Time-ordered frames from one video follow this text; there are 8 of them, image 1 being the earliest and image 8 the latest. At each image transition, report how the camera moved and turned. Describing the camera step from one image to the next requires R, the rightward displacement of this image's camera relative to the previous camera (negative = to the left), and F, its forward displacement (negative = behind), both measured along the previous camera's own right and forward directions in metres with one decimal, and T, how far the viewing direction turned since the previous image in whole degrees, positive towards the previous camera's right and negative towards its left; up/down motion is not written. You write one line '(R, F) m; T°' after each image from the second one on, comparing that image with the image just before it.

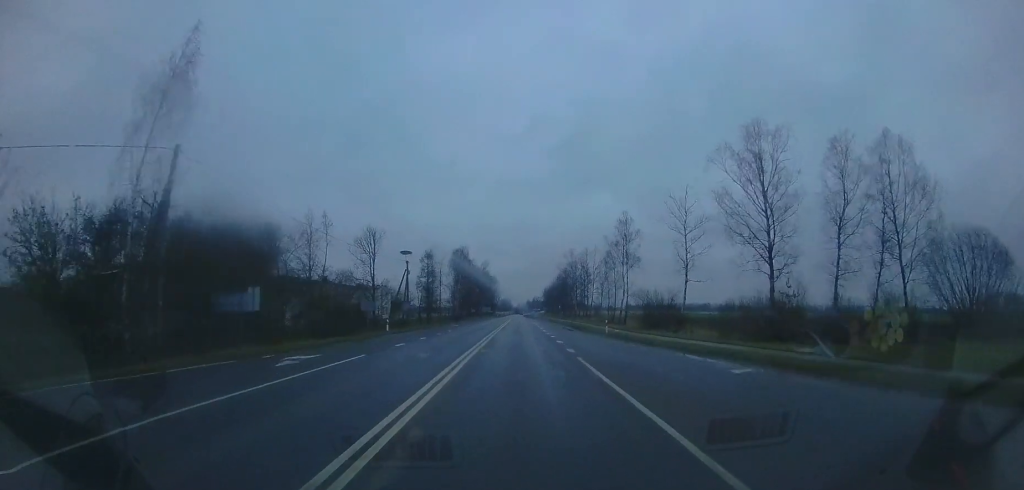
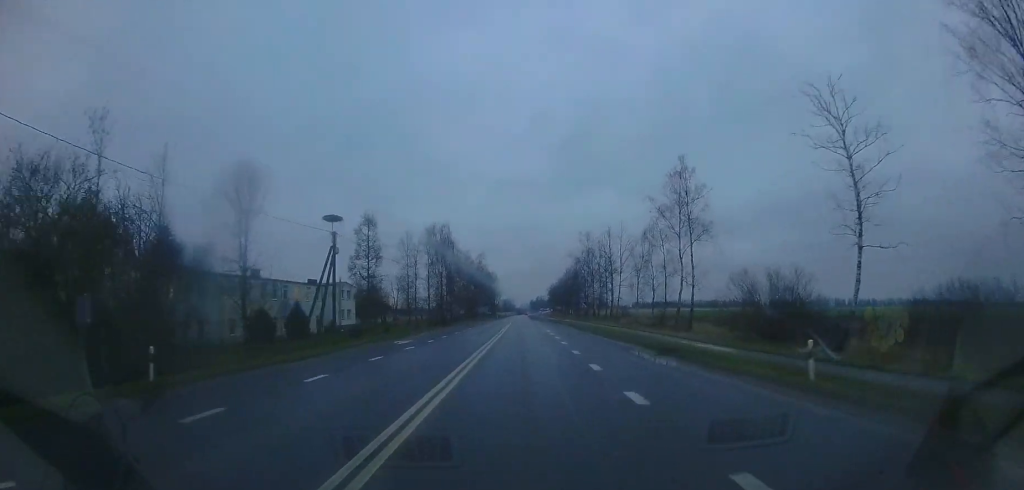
(-0.2, +19.6) m; 0°
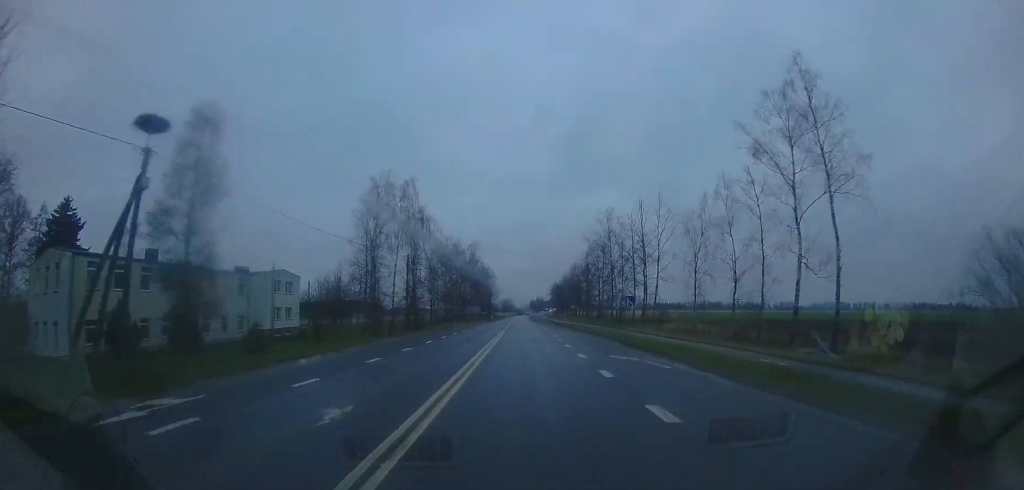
(0.0, +16.8) m; 0°
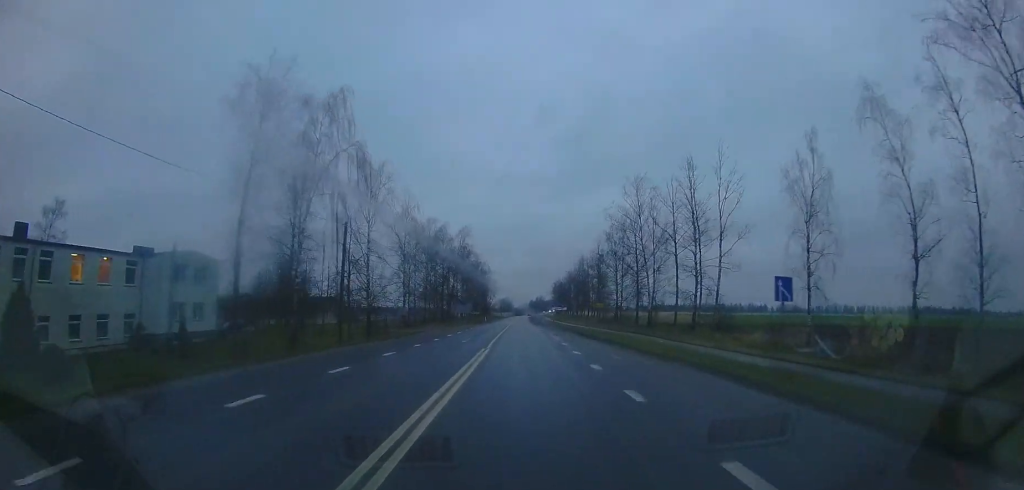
(+0.1, +14.3) m; 0°
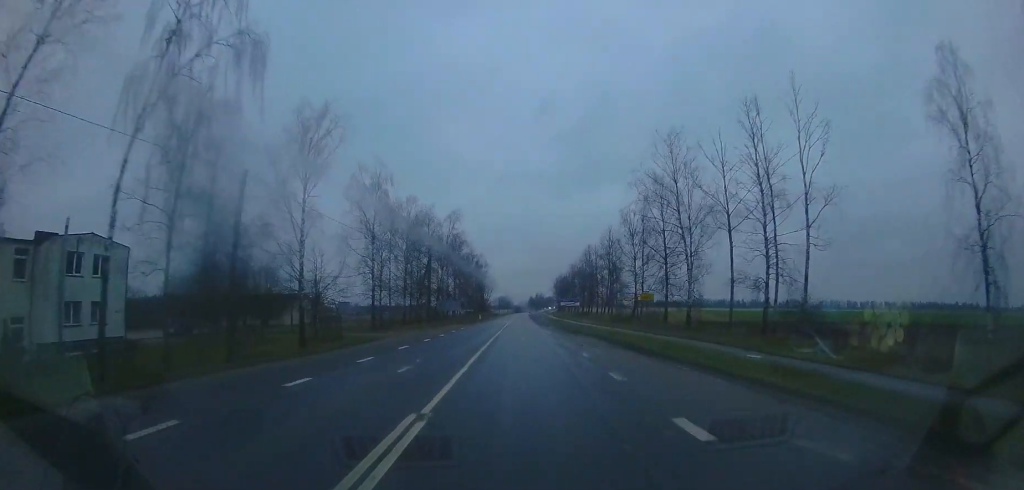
(-0.1, +10.3) m; 0°
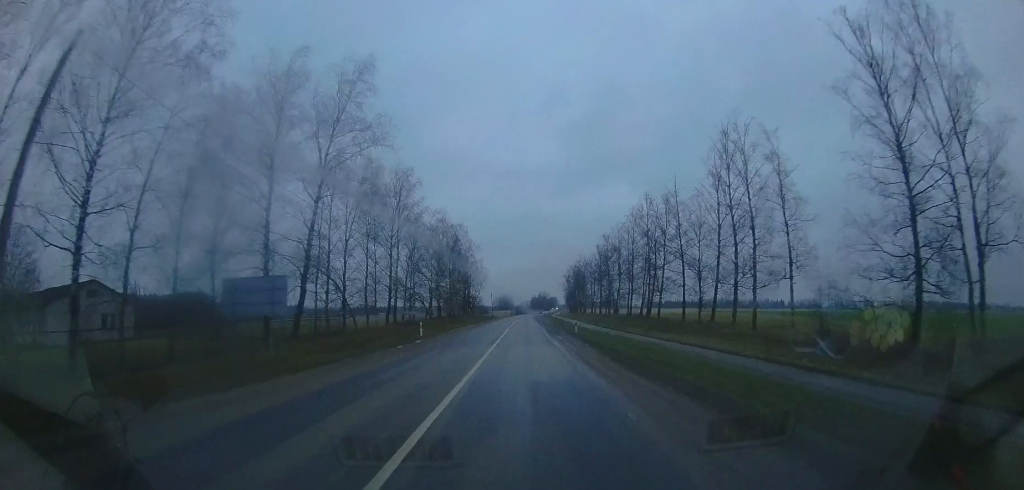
(+0.4, +39.4) m; 0°
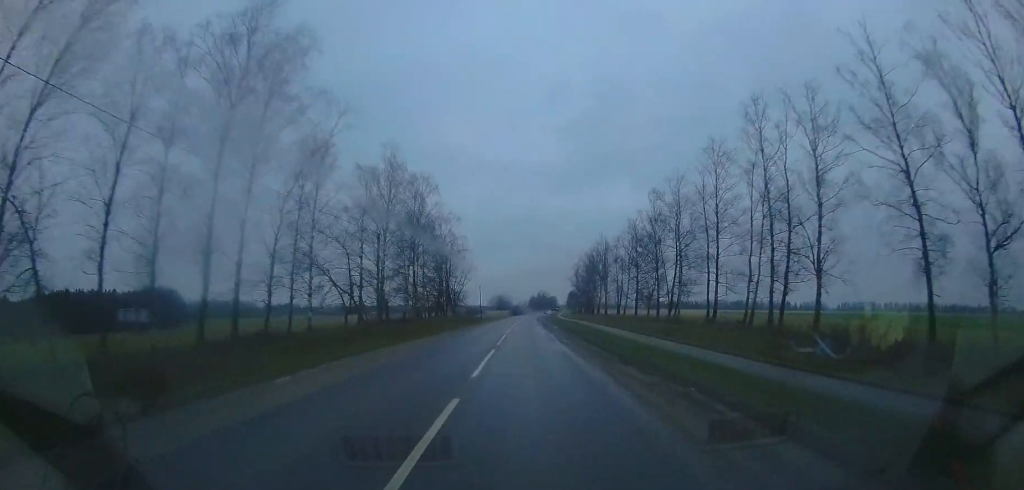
(-0.5, +24.6) m; -1°
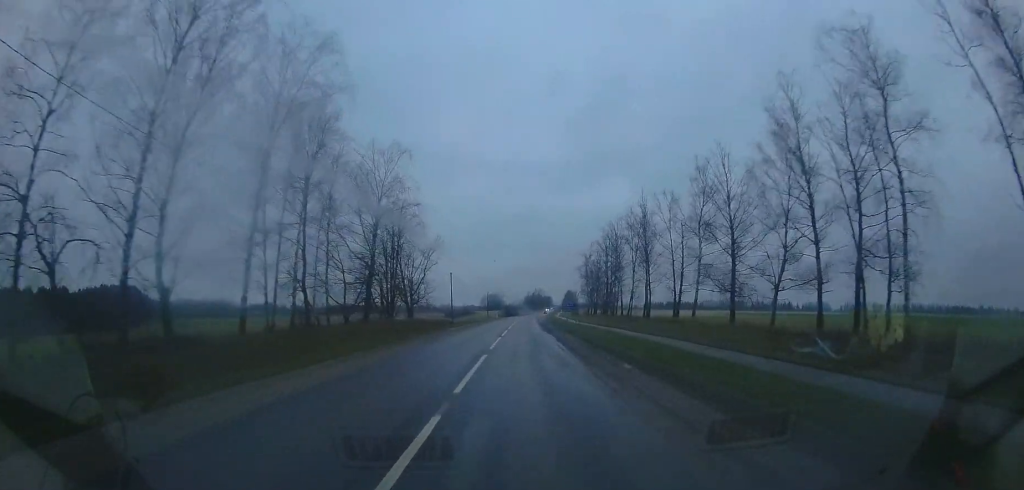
(-0.1, +25.3) m; +1°
